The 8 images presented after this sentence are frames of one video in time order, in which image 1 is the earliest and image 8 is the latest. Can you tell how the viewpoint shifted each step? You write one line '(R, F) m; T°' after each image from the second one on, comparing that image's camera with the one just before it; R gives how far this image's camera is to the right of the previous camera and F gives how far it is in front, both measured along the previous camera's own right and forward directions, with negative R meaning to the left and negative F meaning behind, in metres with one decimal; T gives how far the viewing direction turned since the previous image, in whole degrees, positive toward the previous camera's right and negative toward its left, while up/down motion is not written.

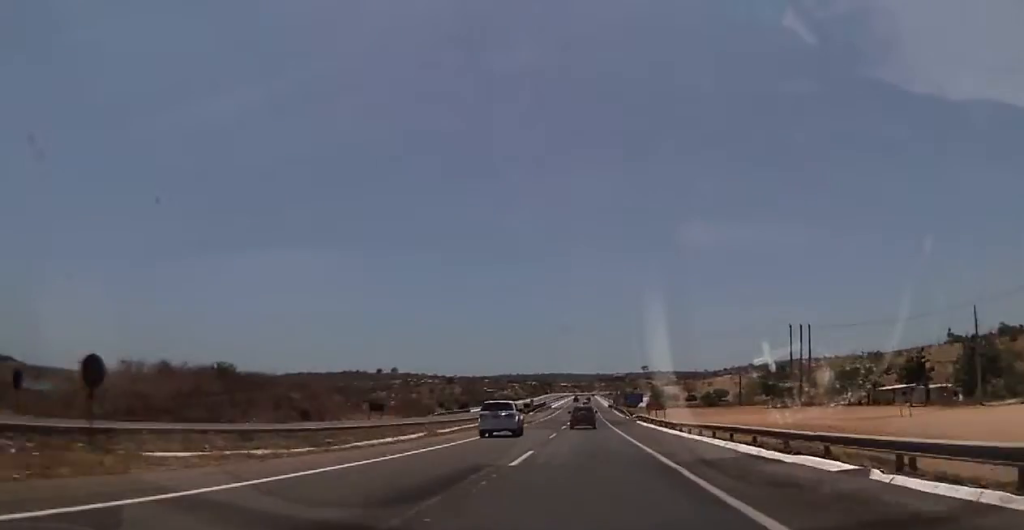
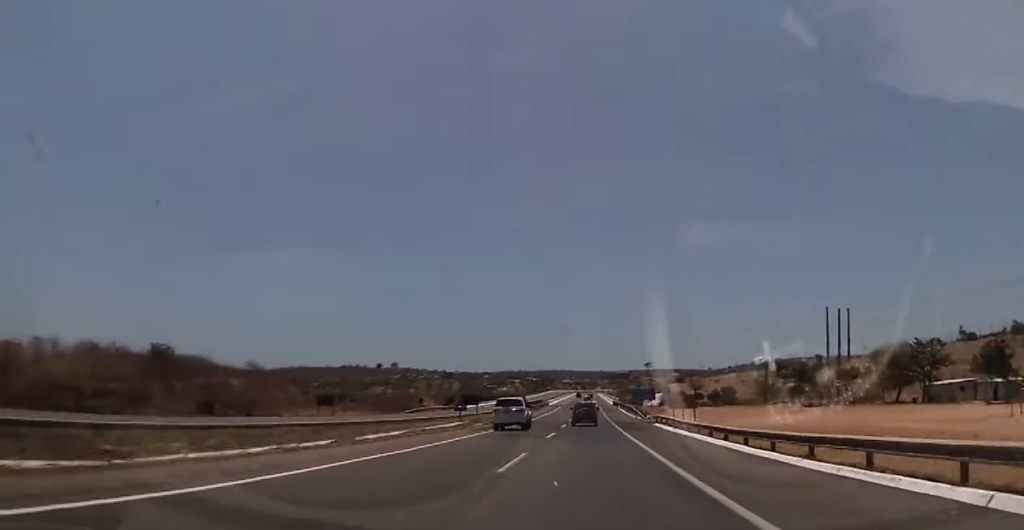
(+0.1, +17.9) m; 0°
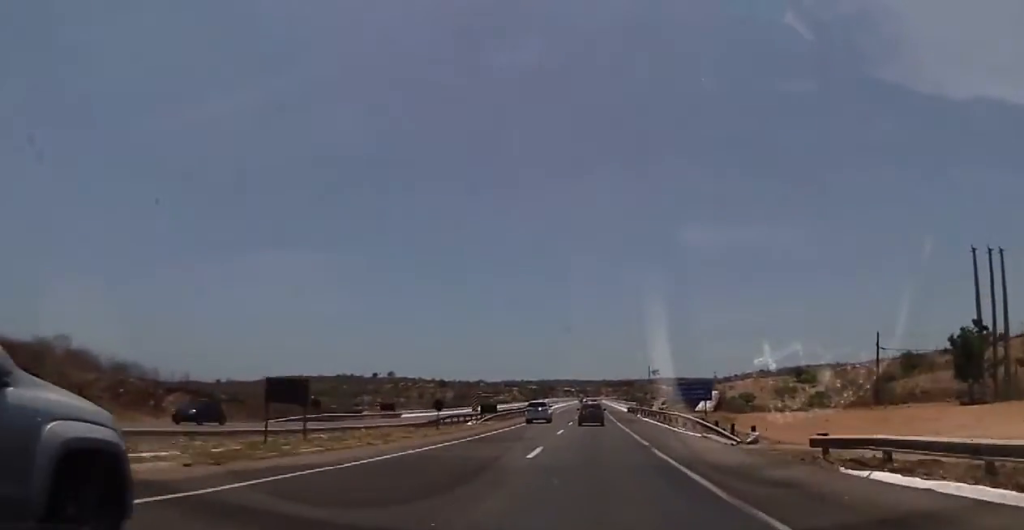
(-0.5, +42.5) m; -1°
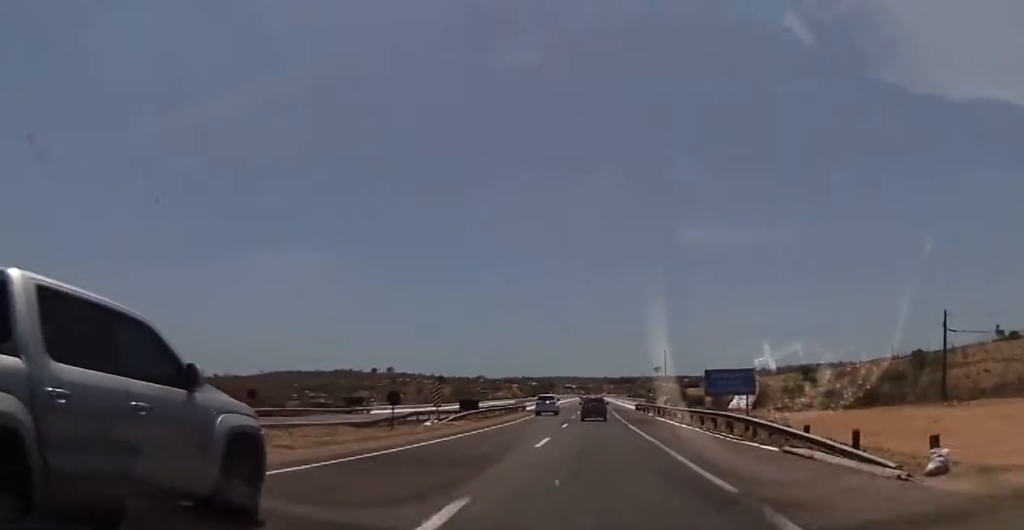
(0.0, +13.8) m; +1°
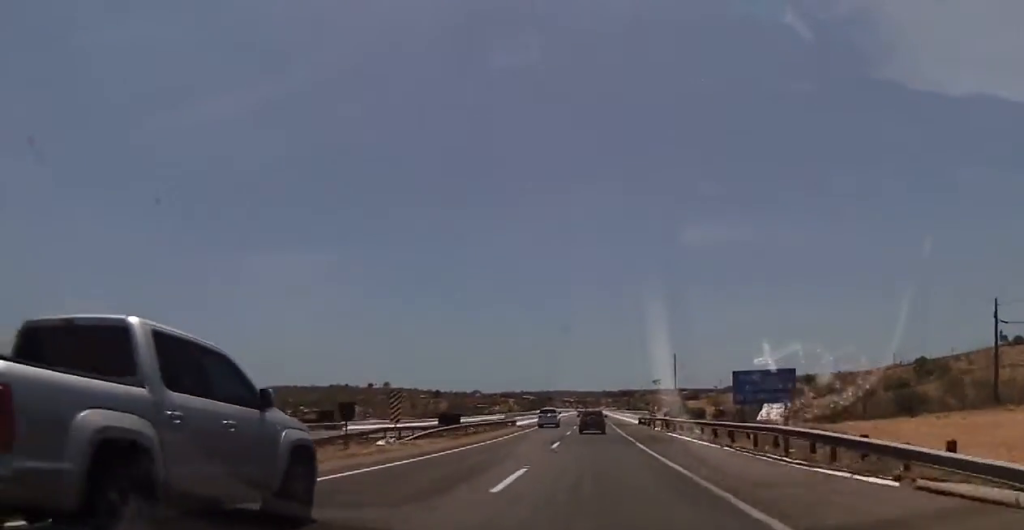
(-0.1, +8.3) m; 0°
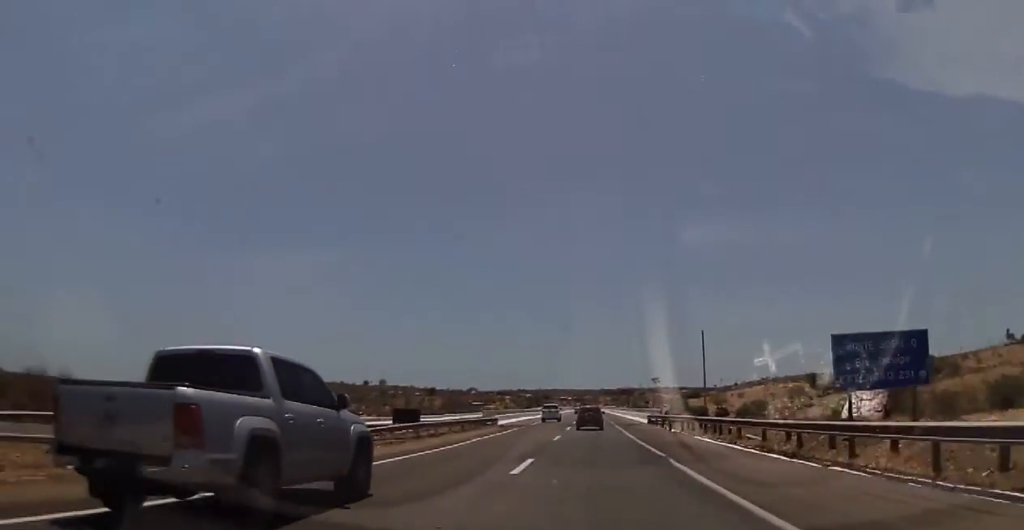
(+0.2, +13.2) m; 0°
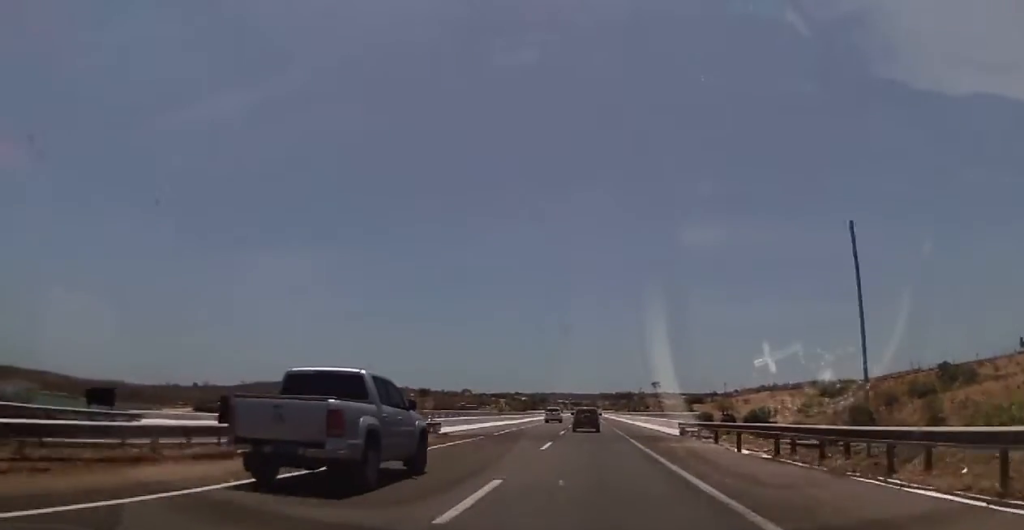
(-0.2, +21.7) m; -1°
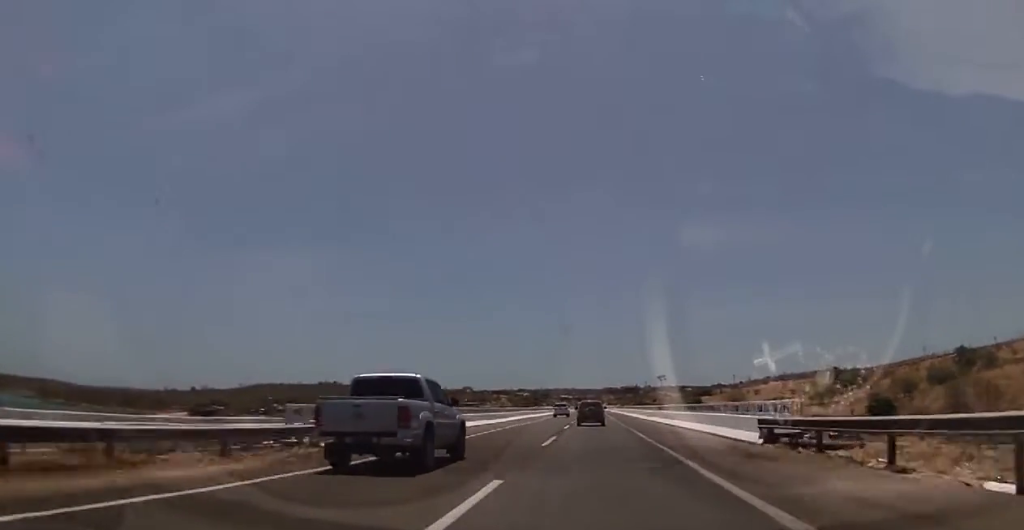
(-0.2, +16.2) m; 0°
